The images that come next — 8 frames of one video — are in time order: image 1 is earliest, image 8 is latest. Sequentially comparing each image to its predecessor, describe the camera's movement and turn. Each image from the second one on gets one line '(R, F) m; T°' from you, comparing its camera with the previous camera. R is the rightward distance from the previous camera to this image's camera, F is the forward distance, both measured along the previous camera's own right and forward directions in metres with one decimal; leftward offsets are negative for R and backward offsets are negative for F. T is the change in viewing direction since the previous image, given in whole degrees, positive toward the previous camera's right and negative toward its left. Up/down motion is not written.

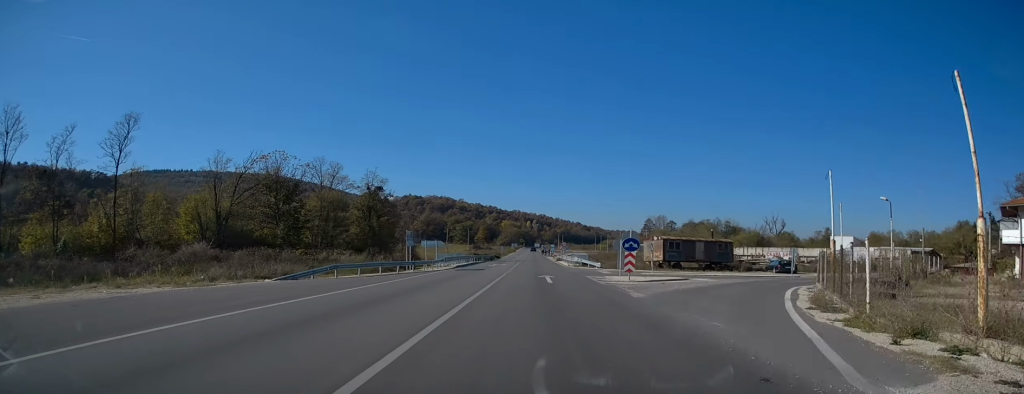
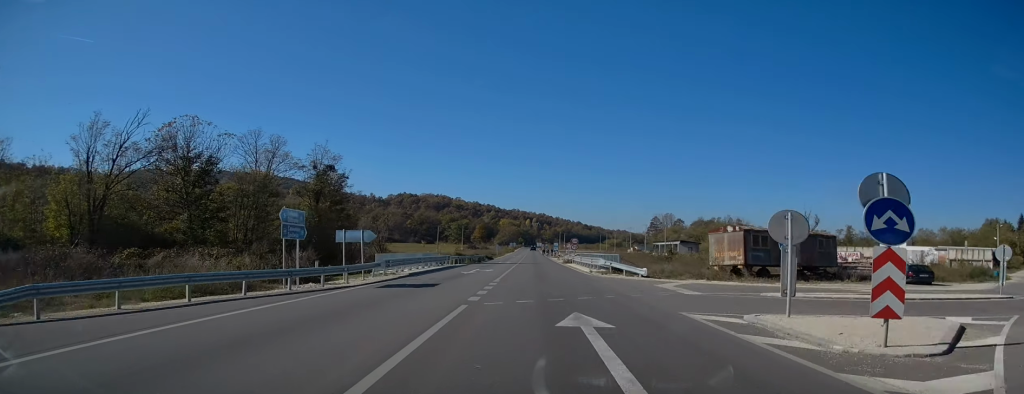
(+0.4, +18.6) m; +1°
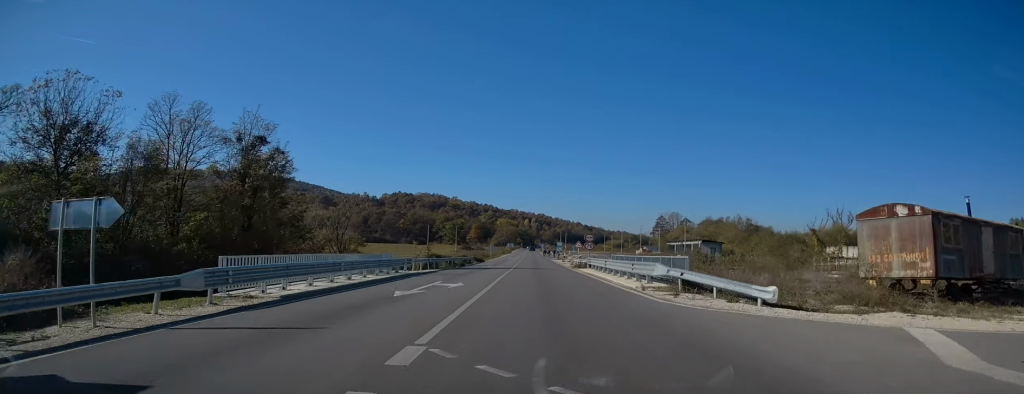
(0.0, +15.1) m; +1°
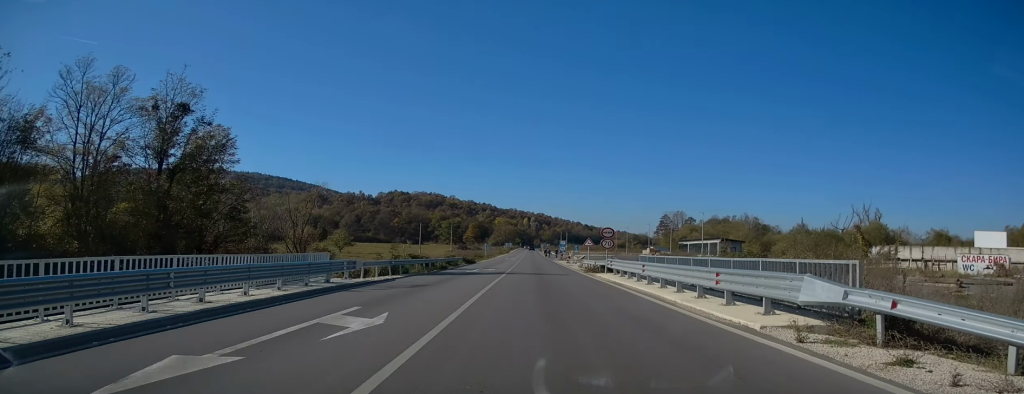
(0.0, +10.3) m; 0°
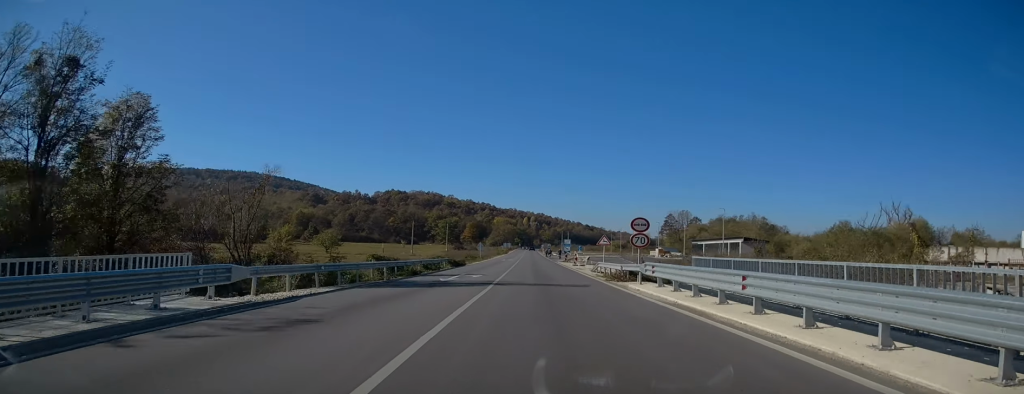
(+0.2, +9.6) m; 0°
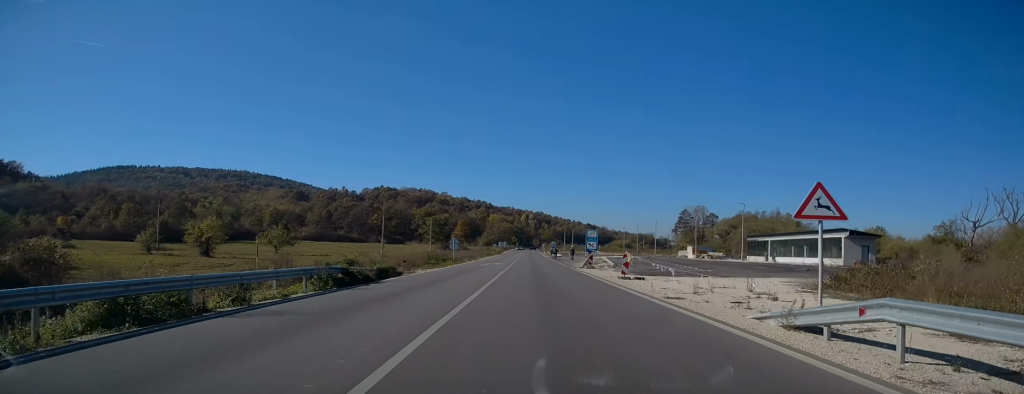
(-0.2, +27.3) m; -1°
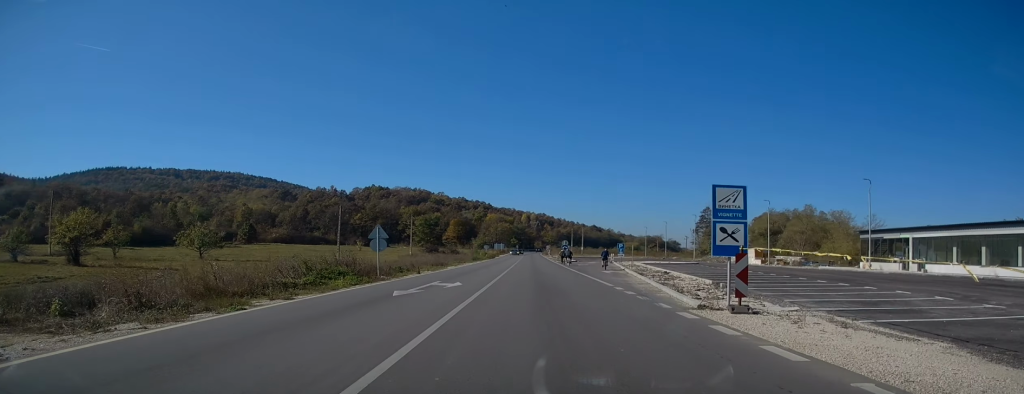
(0.0, +27.3) m; 0°
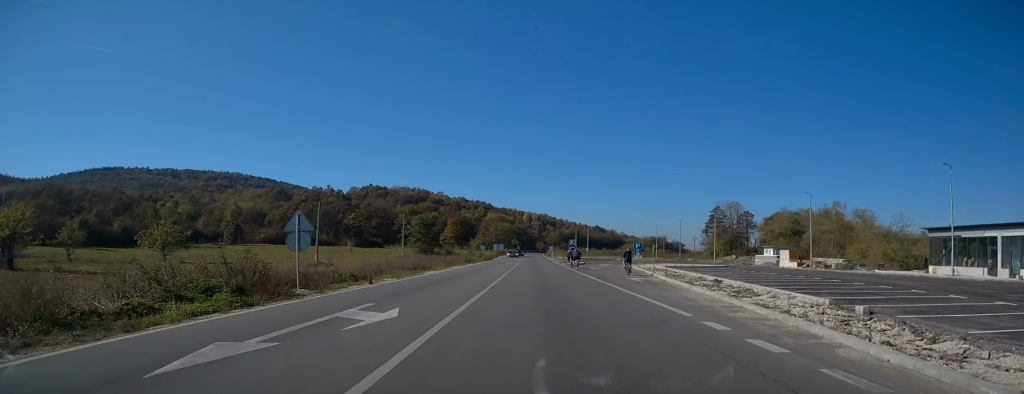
(0.0, +9.6) m; 0°
